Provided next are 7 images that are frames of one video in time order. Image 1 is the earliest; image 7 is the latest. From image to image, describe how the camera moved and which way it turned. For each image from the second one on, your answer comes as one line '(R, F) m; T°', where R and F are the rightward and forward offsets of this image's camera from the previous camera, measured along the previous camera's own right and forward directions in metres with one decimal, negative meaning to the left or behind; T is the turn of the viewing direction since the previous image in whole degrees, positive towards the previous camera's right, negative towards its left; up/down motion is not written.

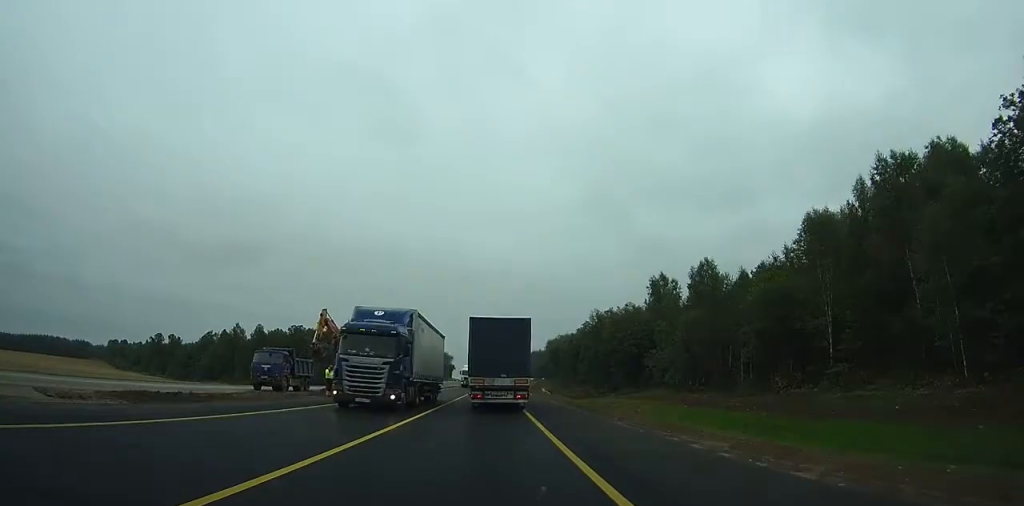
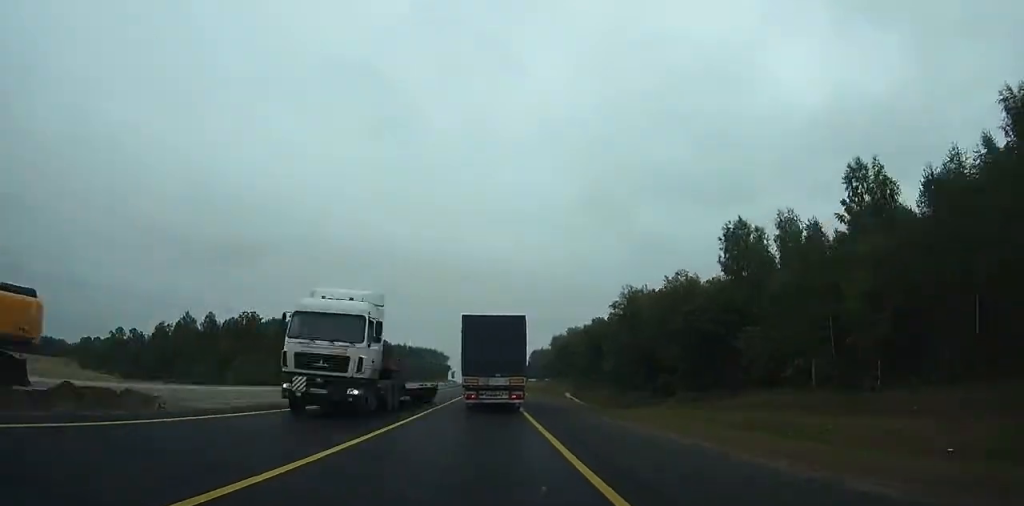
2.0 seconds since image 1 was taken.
(0.0, +37.6) m; 0°
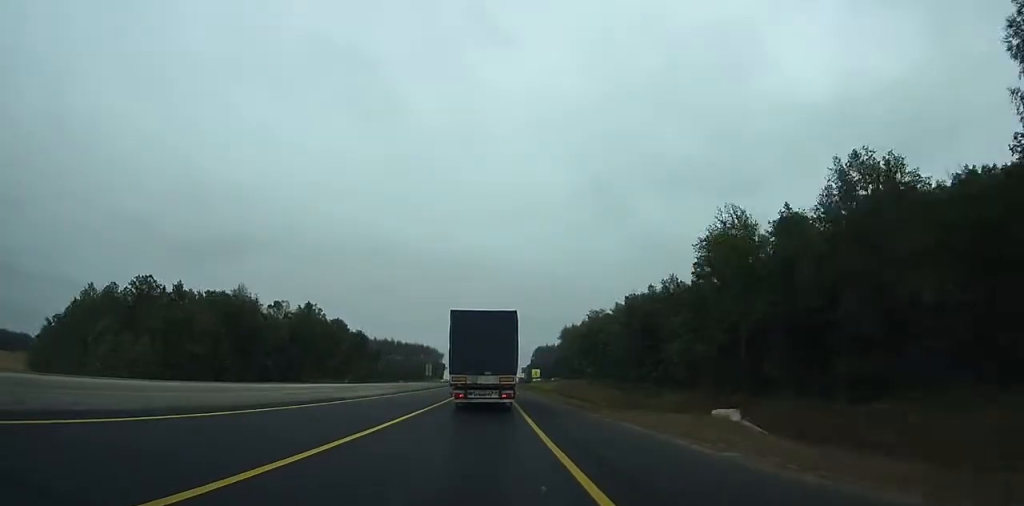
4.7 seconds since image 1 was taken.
(0.0, +51.1) m; +1°
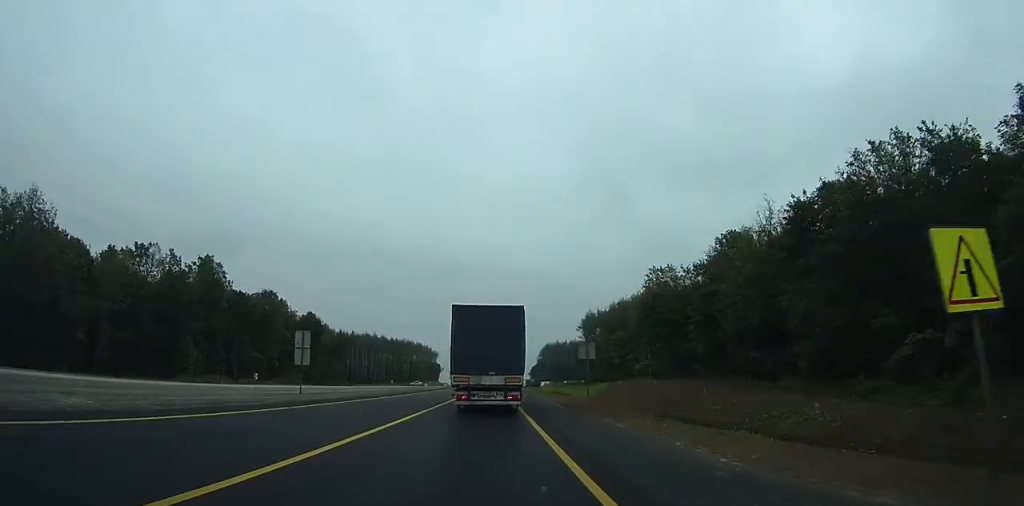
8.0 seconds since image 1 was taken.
(+0.6, +62.8) m; 0°
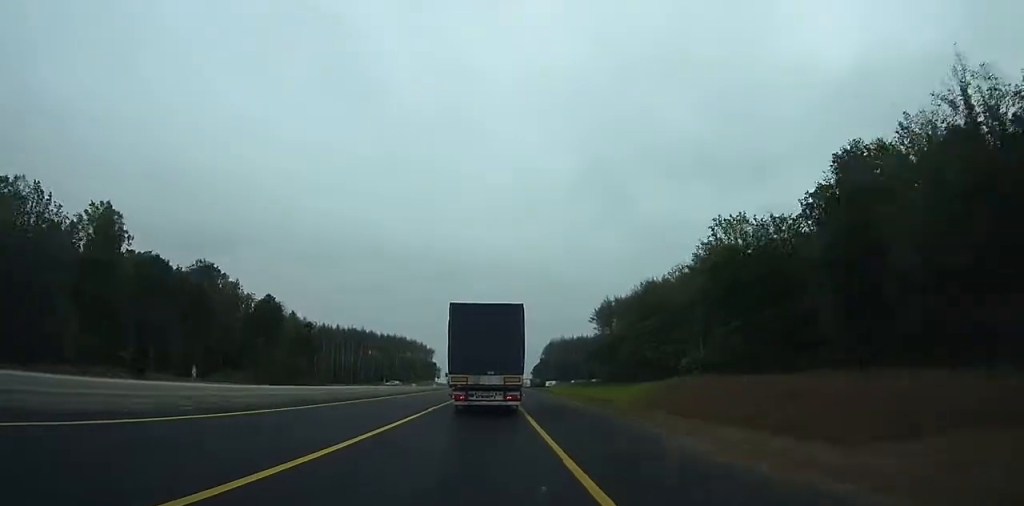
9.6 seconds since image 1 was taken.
(-0.1, +30.2) m; -1°
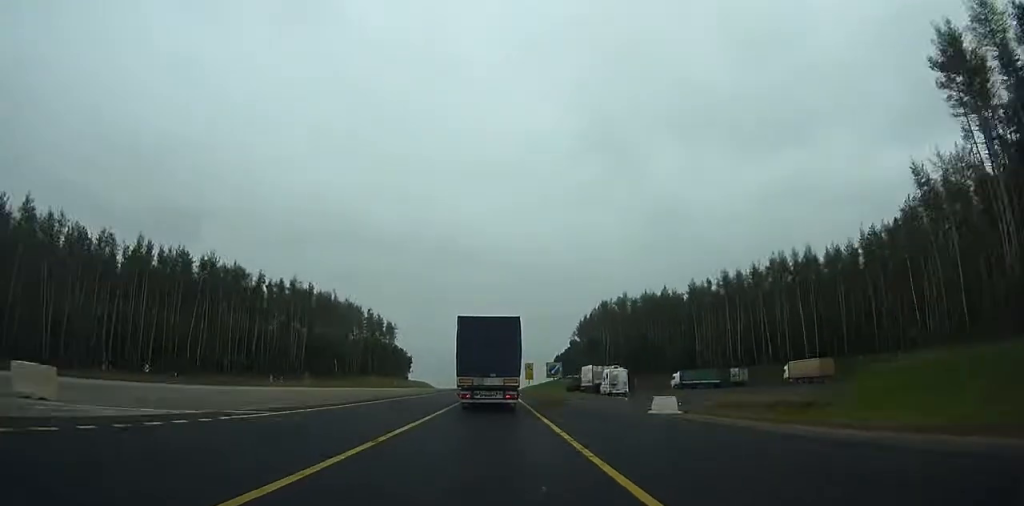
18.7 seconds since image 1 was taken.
(-2.1, +171.5) m; +3°
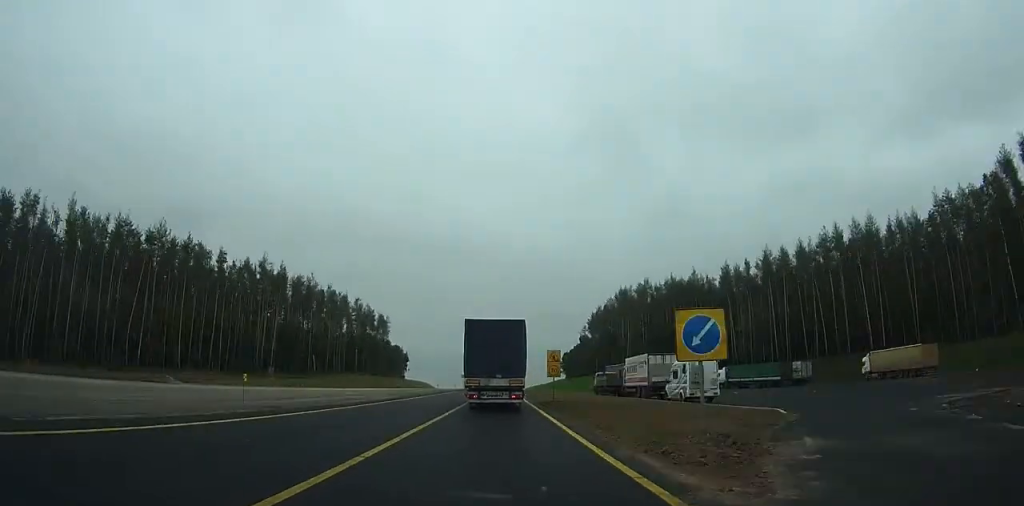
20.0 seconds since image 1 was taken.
(-0.7, +25.3) m; +2°
